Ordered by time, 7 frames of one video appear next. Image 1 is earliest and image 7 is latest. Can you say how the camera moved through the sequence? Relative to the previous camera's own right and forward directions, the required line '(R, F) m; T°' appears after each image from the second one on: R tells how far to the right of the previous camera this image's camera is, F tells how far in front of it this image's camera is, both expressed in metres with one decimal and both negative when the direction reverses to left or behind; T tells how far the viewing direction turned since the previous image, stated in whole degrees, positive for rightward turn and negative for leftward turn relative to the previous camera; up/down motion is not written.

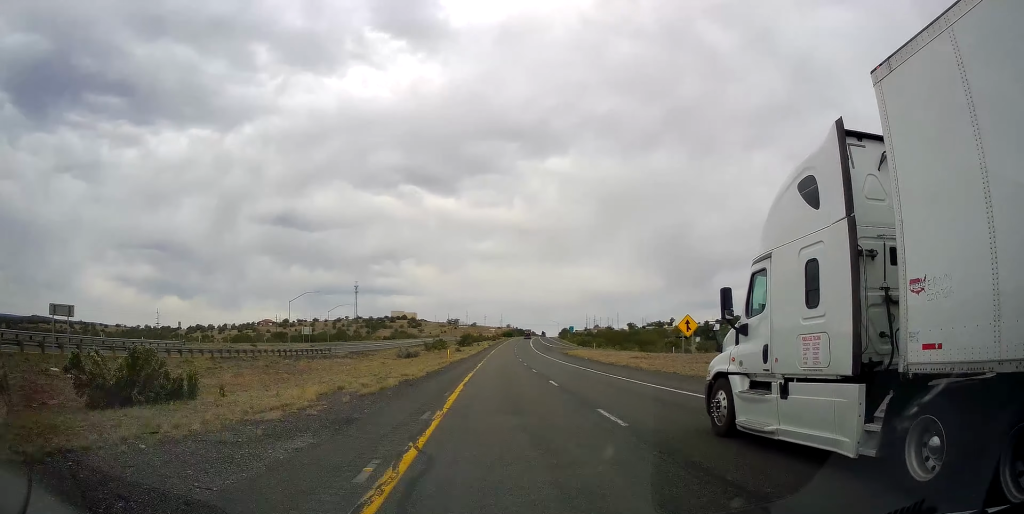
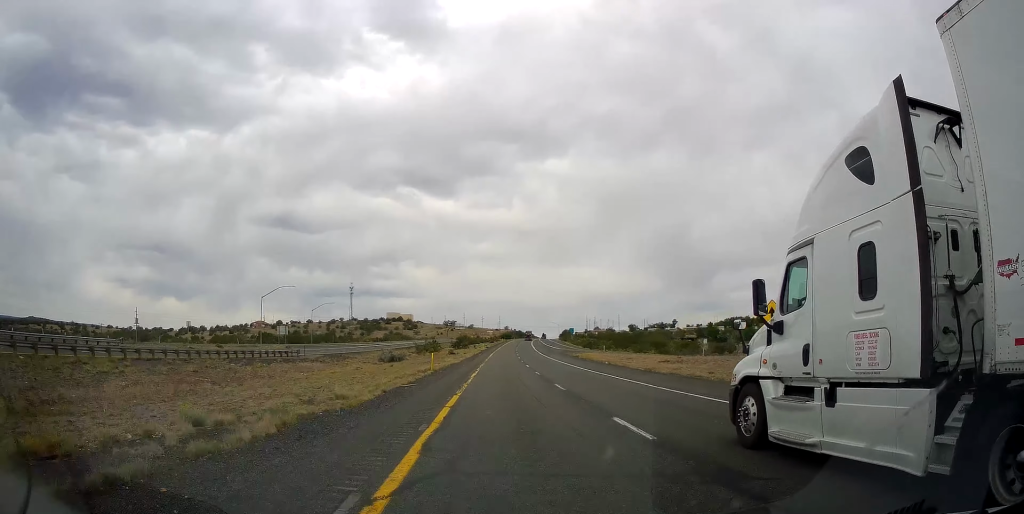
(-0.2, +13.9) m; 0°
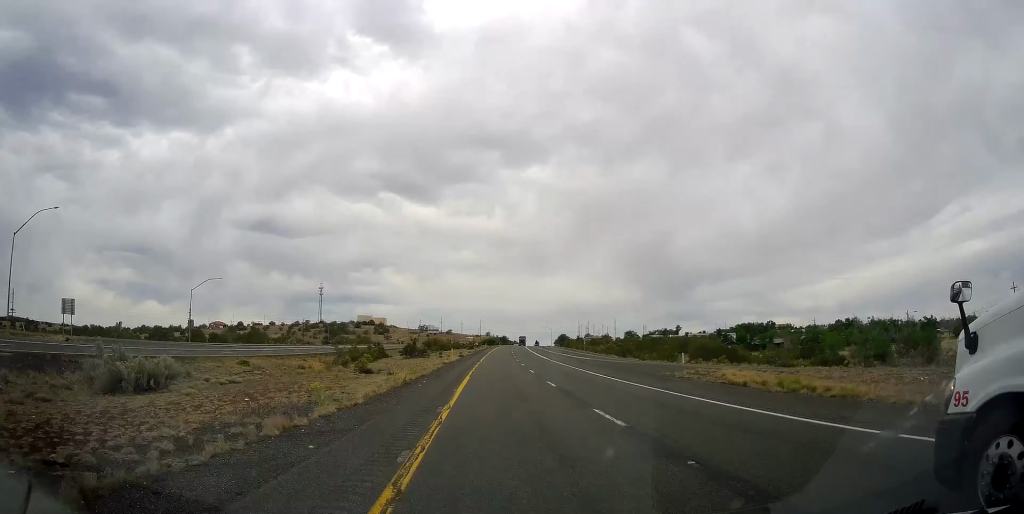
(+1.3, +58.7) m; +2°
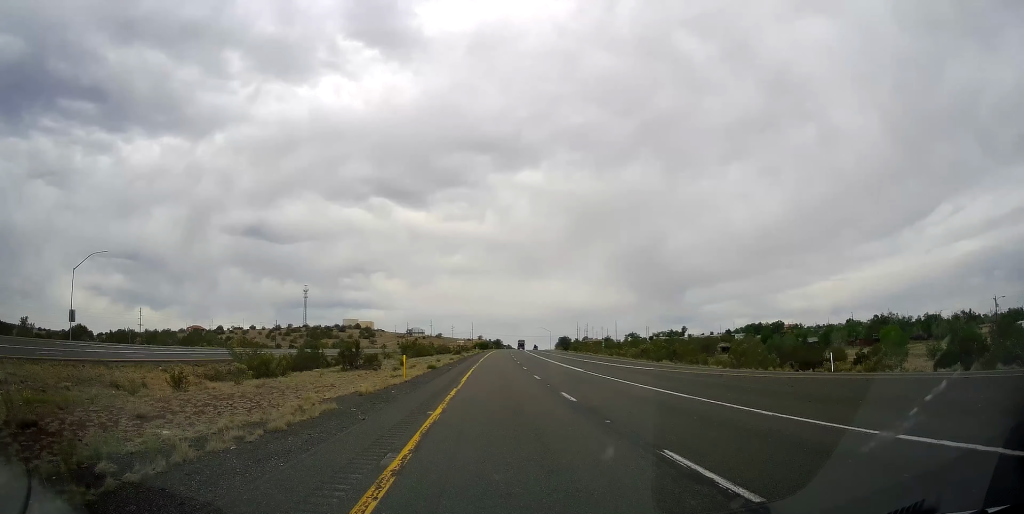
(+0.3, +31.1) m; 0°
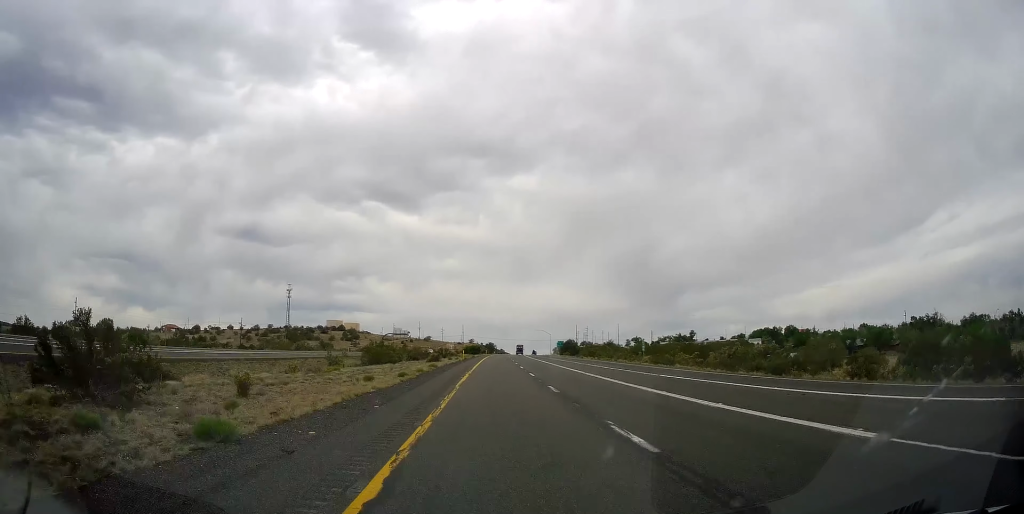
(0.0, +33.4) m; +1°
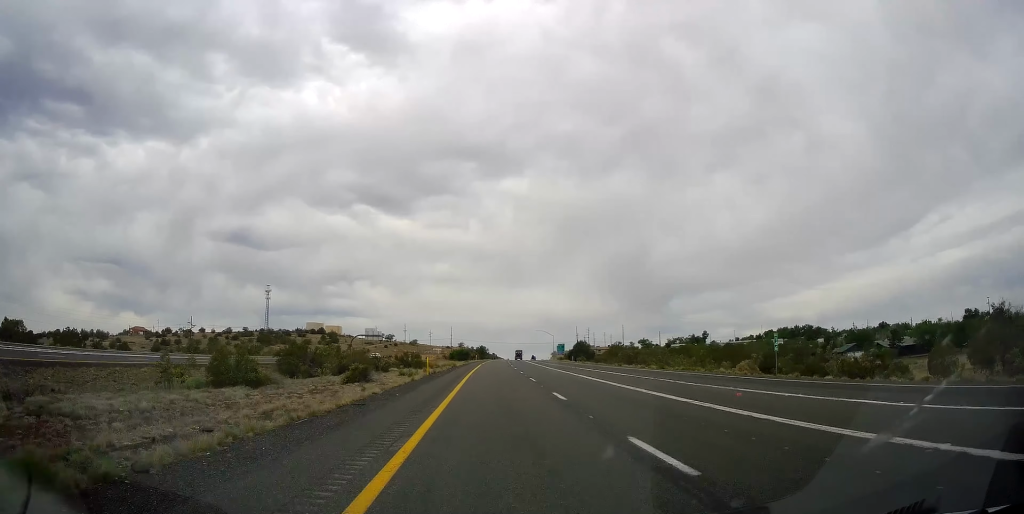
(+0.8, +38.8) m; +2°
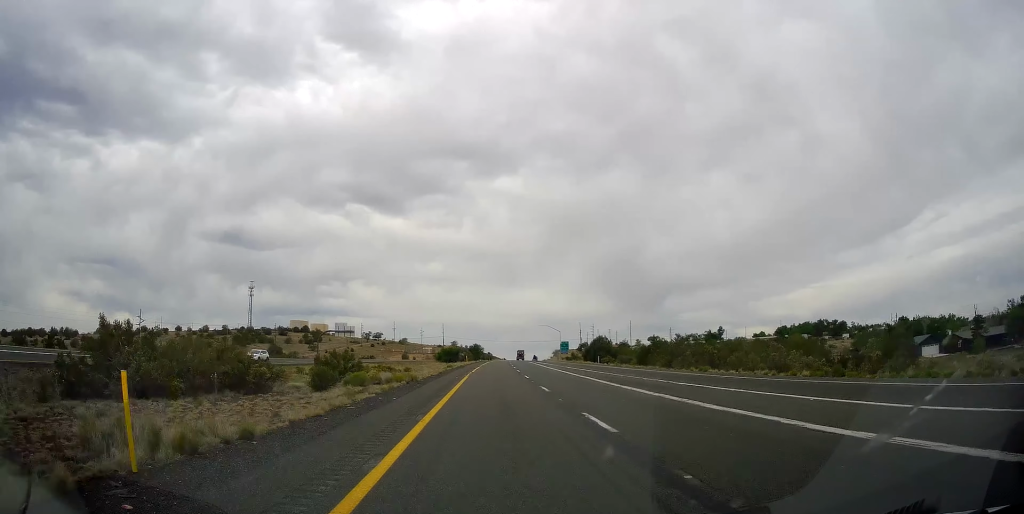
(+0.1, +32.0) m; 0°
